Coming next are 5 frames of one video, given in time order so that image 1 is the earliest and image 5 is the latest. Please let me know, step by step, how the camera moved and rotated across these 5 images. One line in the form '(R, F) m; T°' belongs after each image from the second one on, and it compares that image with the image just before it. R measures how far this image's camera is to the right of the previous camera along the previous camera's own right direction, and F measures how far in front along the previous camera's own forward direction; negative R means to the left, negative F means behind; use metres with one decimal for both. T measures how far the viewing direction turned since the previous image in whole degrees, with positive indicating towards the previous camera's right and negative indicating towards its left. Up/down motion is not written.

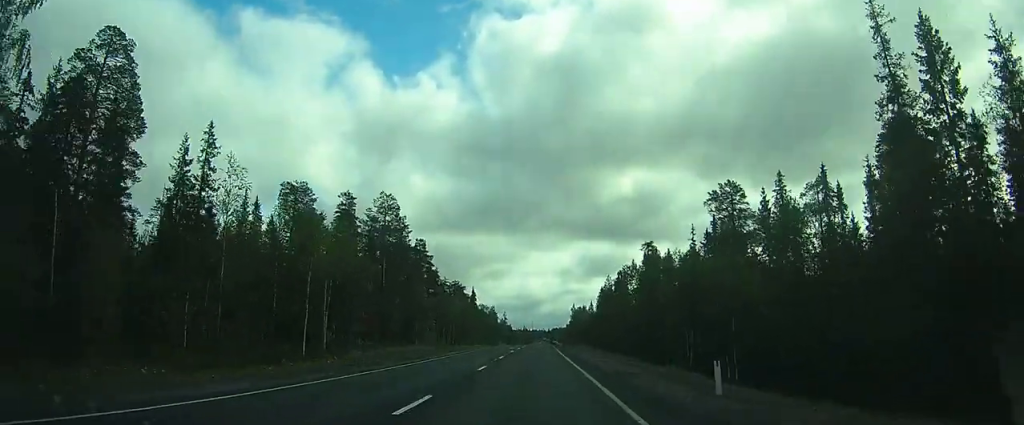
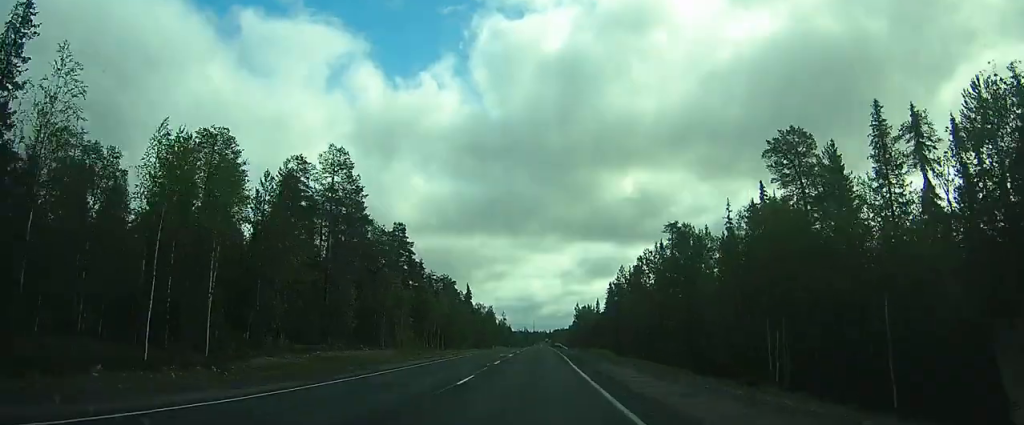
(0.0, +16.9) m; 0°
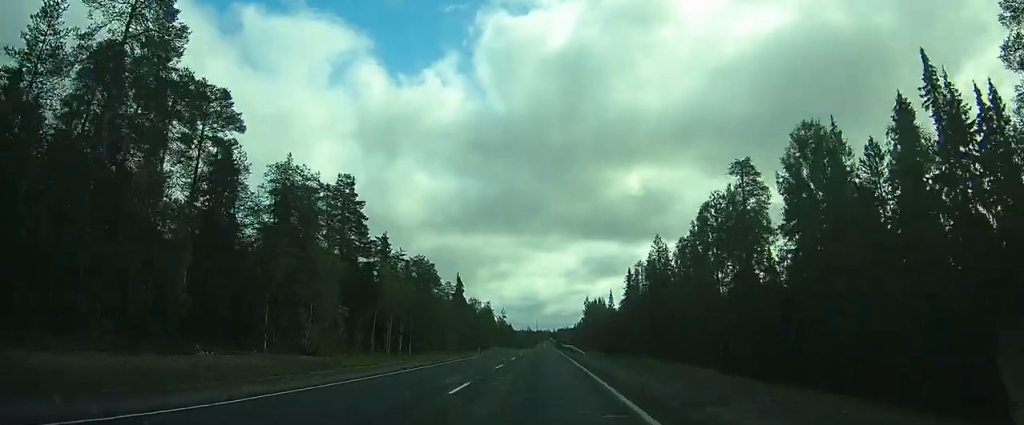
(0.0, +26.8) m; 0°
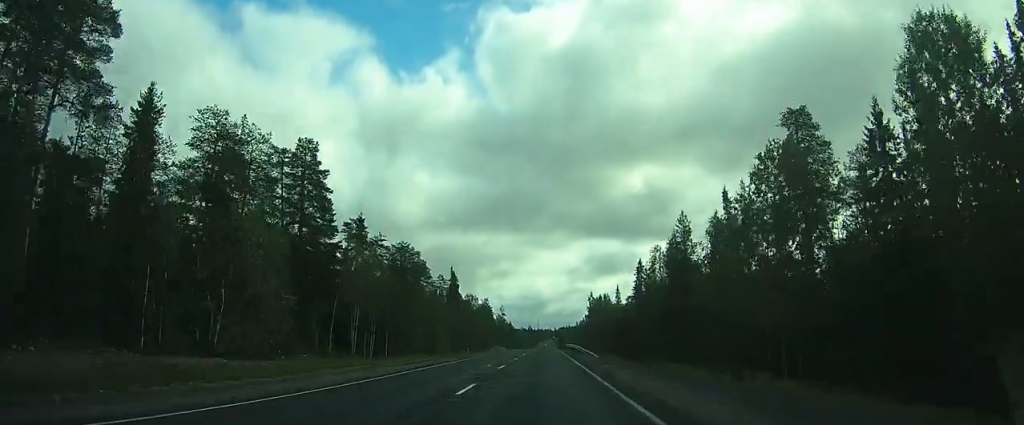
(0.0, +11.4) m; 0°
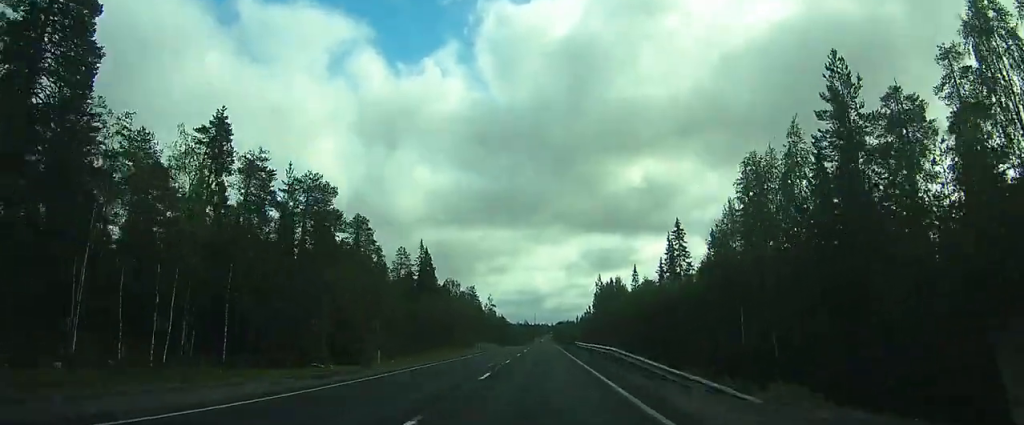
(+0.2, +31.0) m; +1°
